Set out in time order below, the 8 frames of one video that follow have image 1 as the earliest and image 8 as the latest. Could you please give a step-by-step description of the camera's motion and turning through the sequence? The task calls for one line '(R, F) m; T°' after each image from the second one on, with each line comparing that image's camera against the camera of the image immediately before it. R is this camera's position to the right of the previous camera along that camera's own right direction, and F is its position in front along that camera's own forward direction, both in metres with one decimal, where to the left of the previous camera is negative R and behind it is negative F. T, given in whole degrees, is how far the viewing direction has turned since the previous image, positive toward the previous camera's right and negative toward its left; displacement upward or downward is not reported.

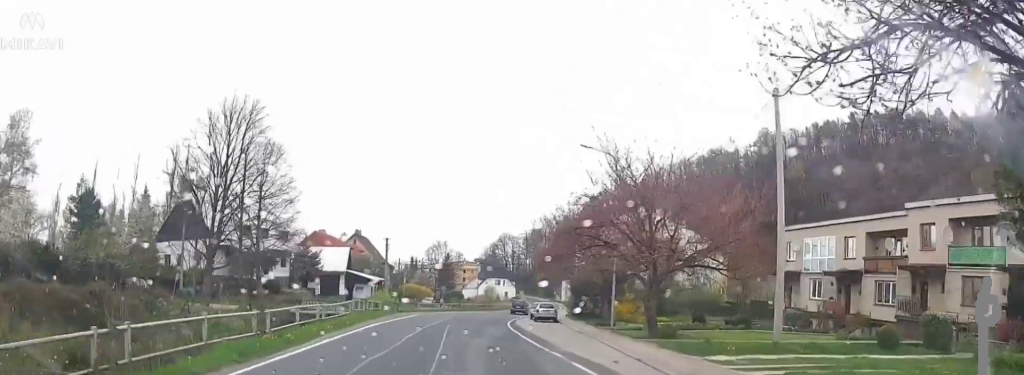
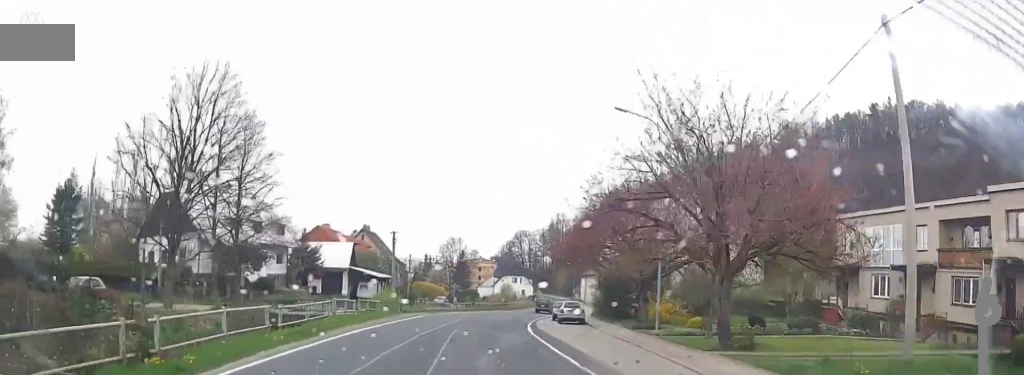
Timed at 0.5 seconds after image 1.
(+0.1, +6.6) m; -5°
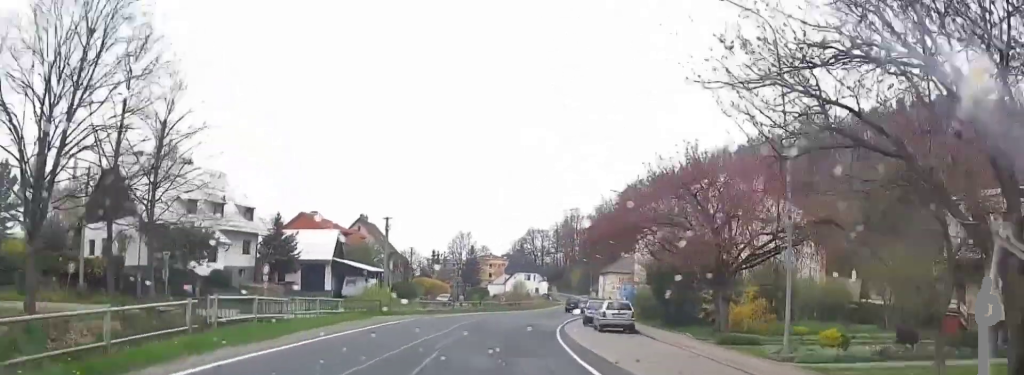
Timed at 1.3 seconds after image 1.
(-2.0, +11.2) m; +3°
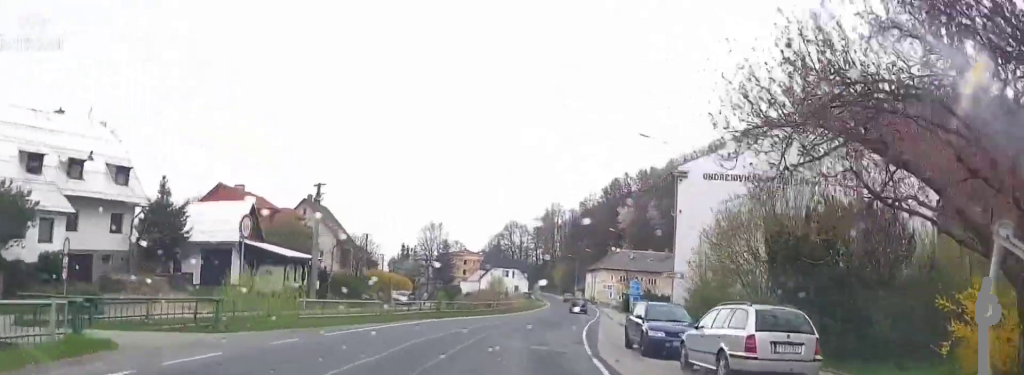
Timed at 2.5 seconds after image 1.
(+3.1, +17.8) m; +6°
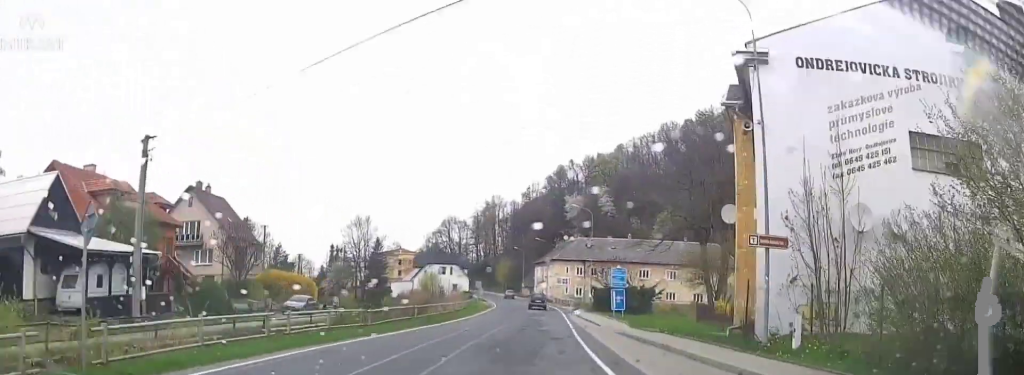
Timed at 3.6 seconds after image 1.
(-1.7, +17.4) m; -4°
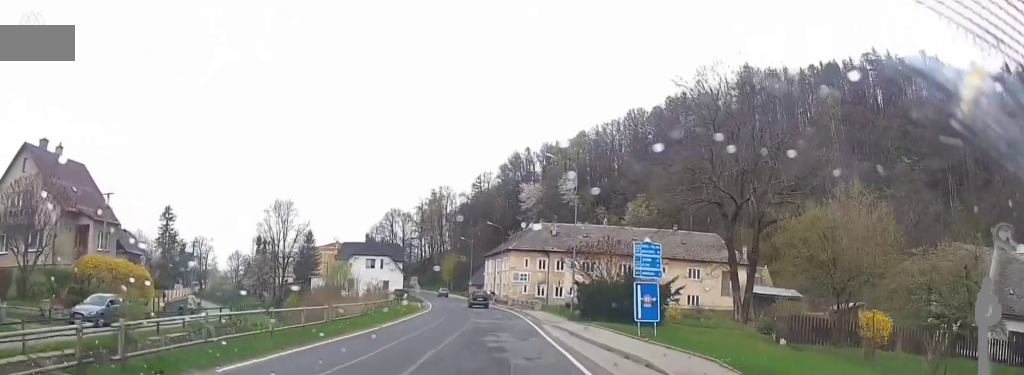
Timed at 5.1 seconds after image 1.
(+1.5, +21.5) m; +8°
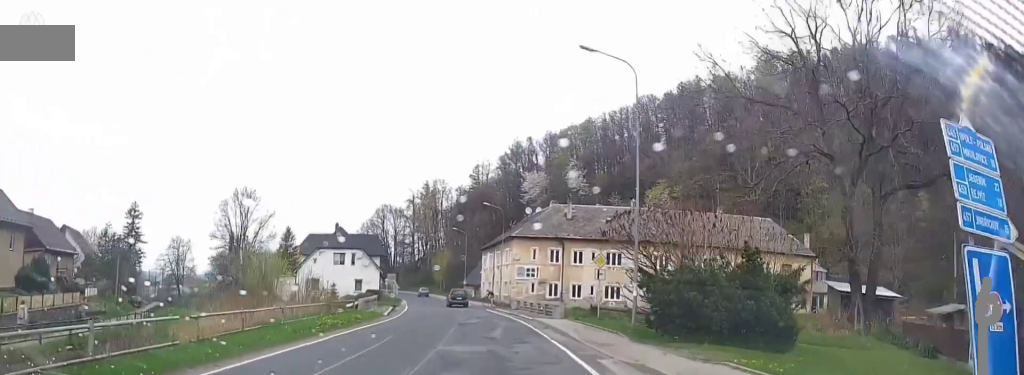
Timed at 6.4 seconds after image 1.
(+0.6, +17.3) m; +3°
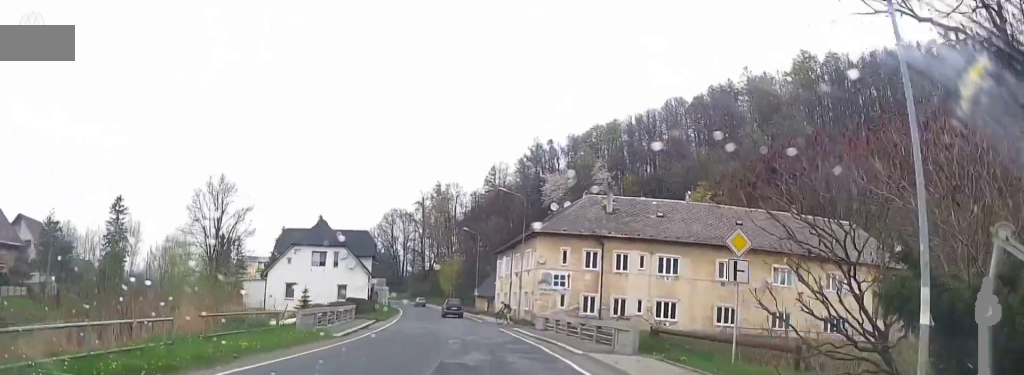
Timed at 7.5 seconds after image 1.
(+0.1, +14.1) m; -1°
